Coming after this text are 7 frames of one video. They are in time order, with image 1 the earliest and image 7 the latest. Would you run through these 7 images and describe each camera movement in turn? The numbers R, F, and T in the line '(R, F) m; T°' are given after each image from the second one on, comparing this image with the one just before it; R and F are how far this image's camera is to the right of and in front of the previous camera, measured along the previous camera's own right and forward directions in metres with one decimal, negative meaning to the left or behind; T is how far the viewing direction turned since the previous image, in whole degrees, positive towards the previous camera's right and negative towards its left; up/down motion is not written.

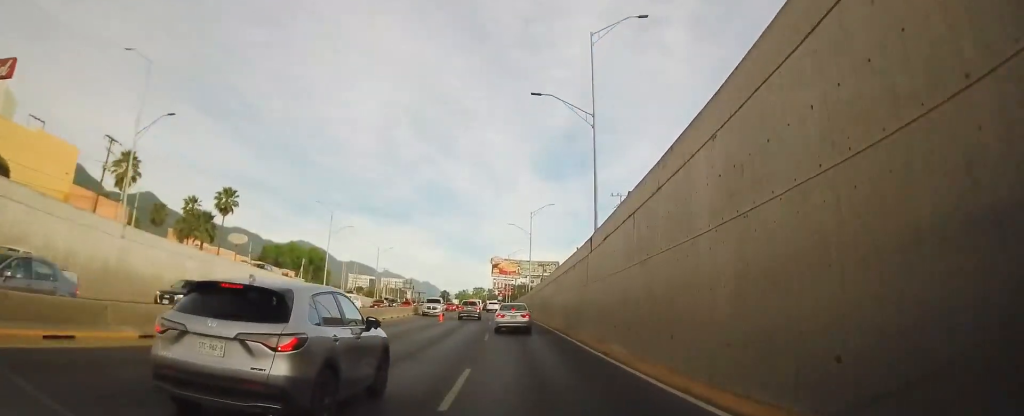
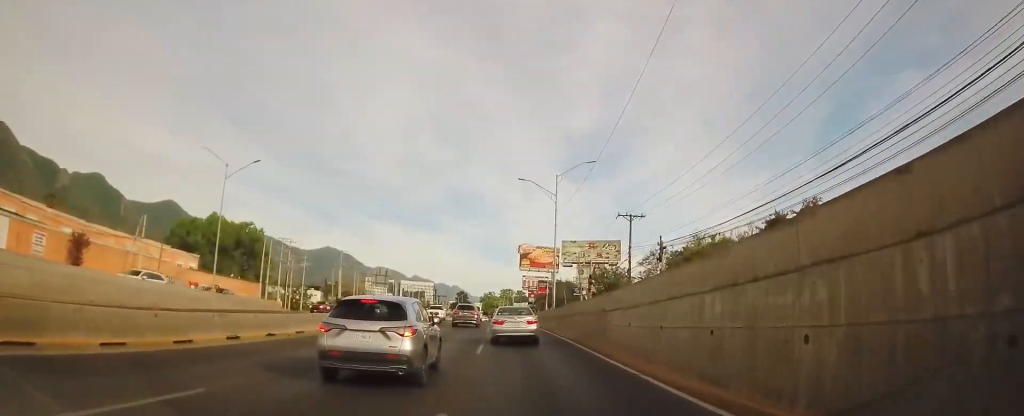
(+0.5, +63.7) m; -2°
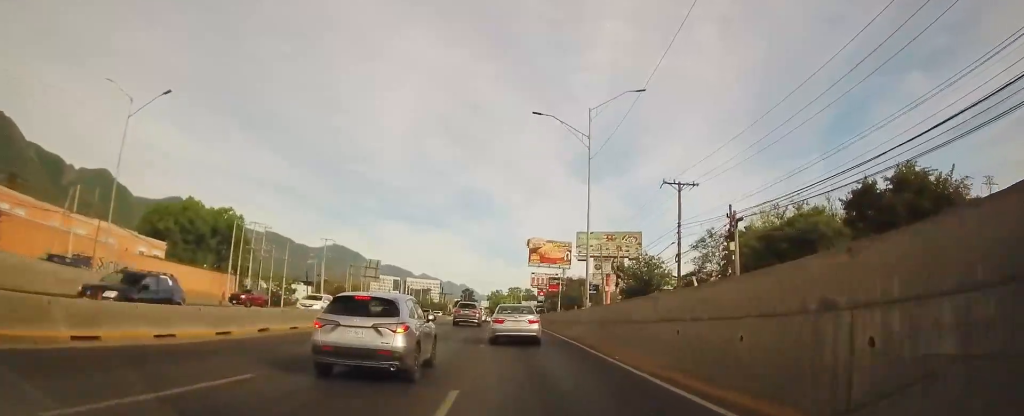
(-0.1, +12.8) m; -1°
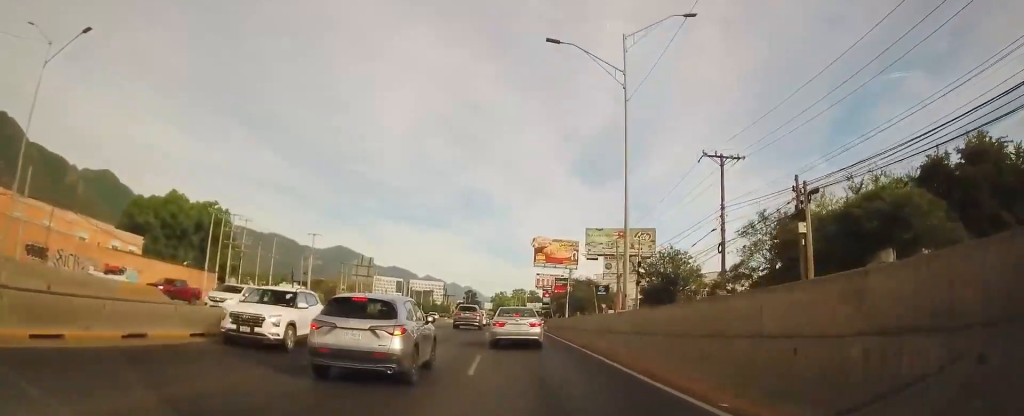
(0.0, +7.3) m; -1°
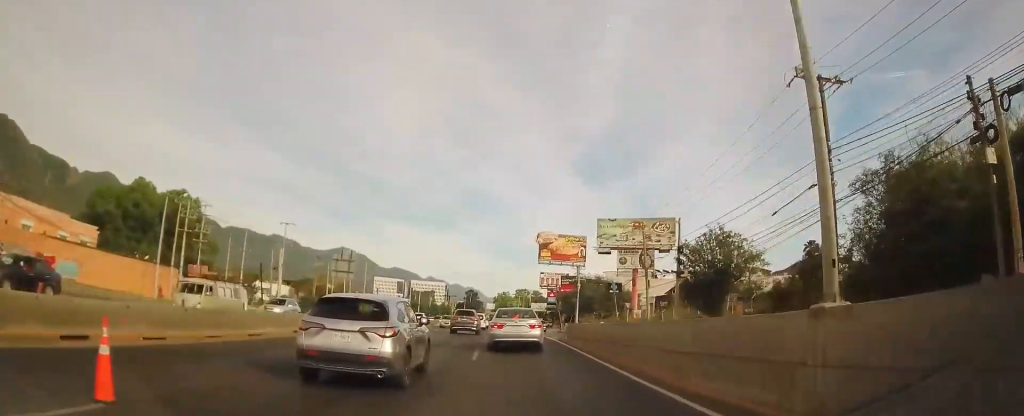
(-0.3, +10.8) m; 0°
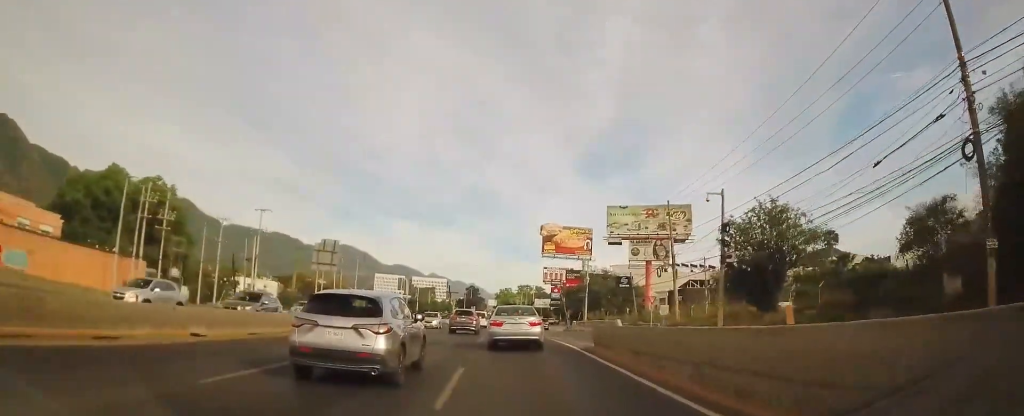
(+0.1, +7.4) m; 0°
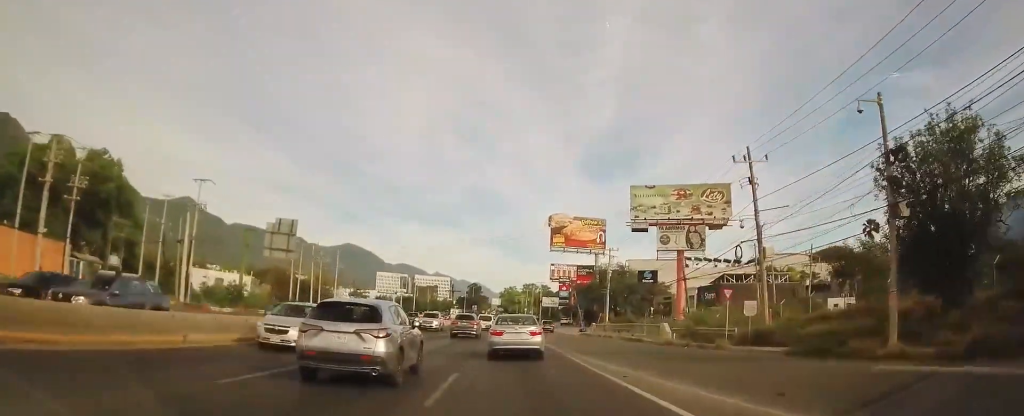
(0.0, +14.2) m; 0°
